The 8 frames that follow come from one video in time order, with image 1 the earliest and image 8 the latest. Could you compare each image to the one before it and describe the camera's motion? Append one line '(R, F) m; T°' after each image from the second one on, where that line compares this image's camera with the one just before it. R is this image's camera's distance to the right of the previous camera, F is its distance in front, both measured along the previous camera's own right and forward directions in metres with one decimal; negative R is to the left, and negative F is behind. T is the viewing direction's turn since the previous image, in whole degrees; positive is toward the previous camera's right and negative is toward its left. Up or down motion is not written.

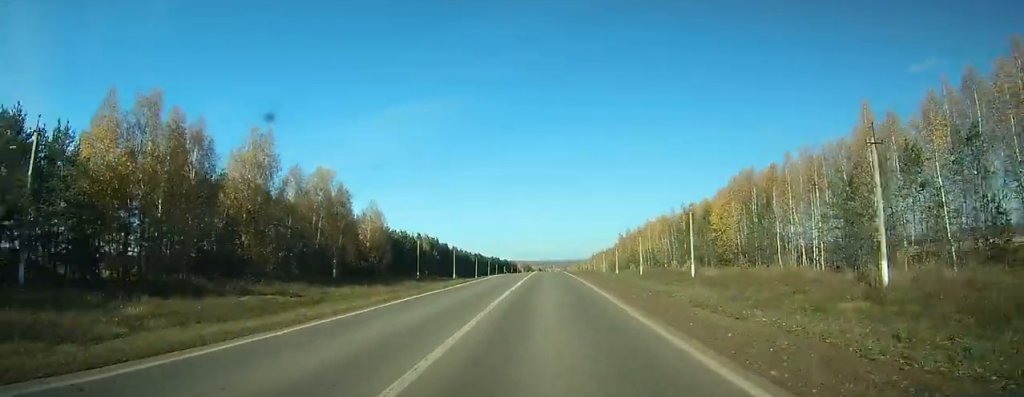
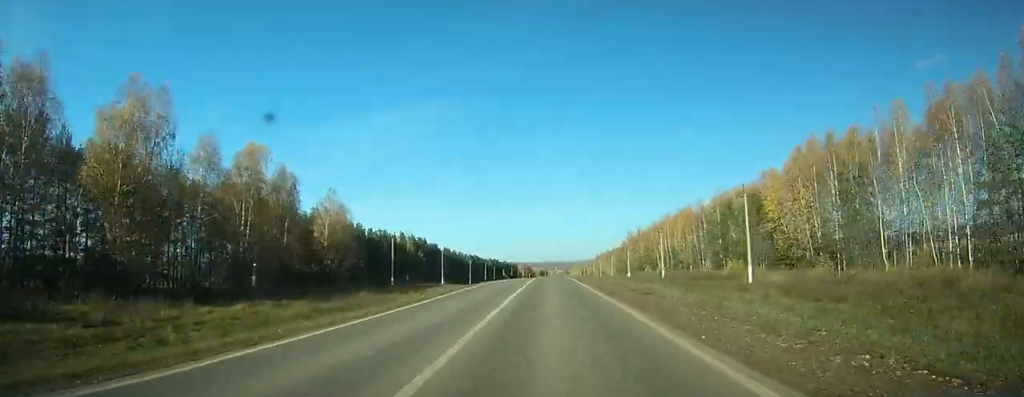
(0.0, +21.6) m; 0°
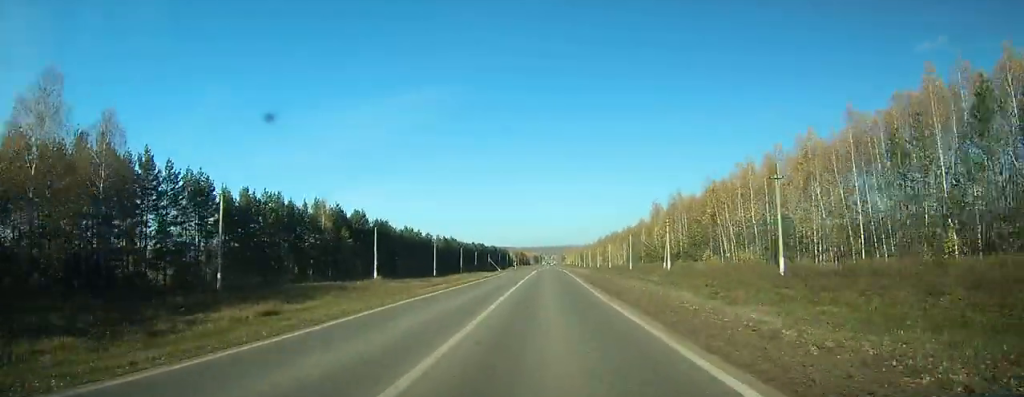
(+0.1, +52.2) m; 0°
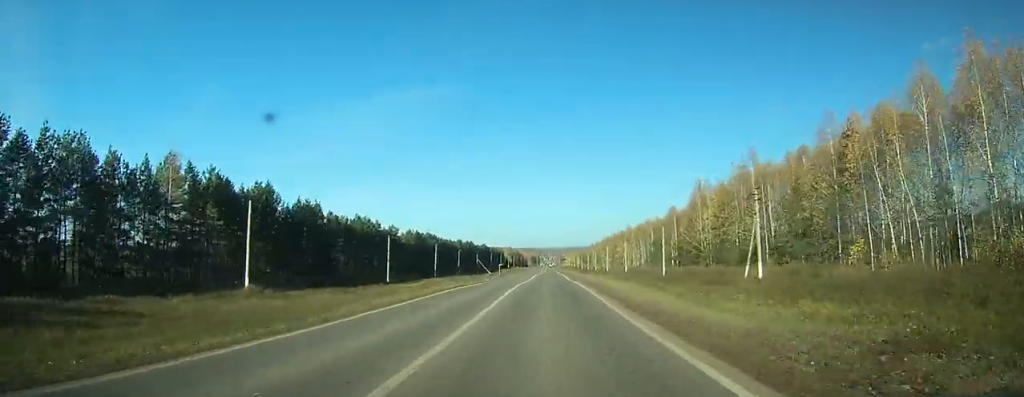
(+0.1, +39.5) m; 0°
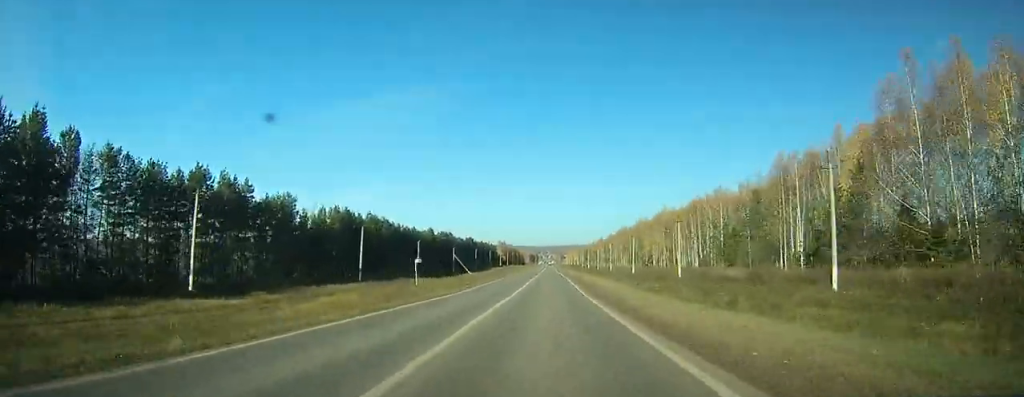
(+0.1, +59.6) m; 0°
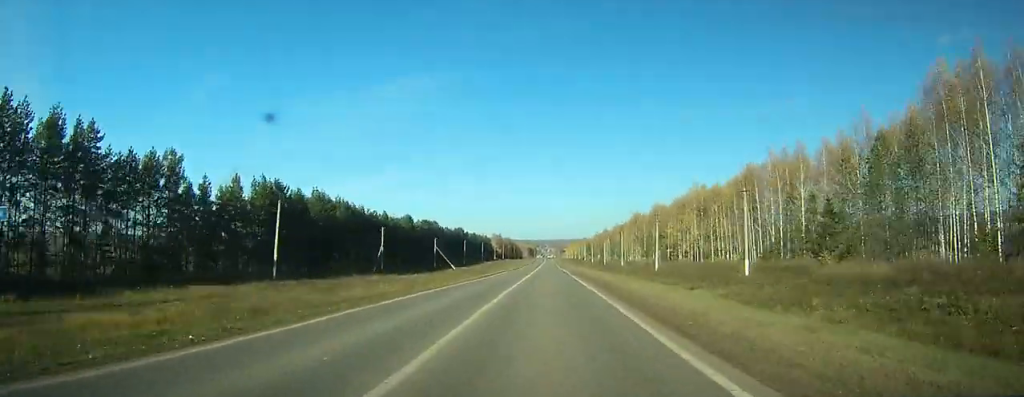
(0.0, +29.8) m; 0°
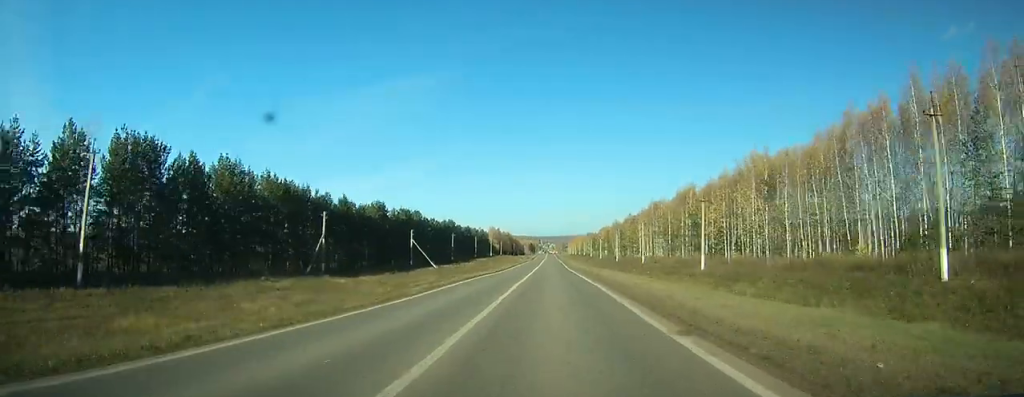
(-0.2, +29.8) m; 0°
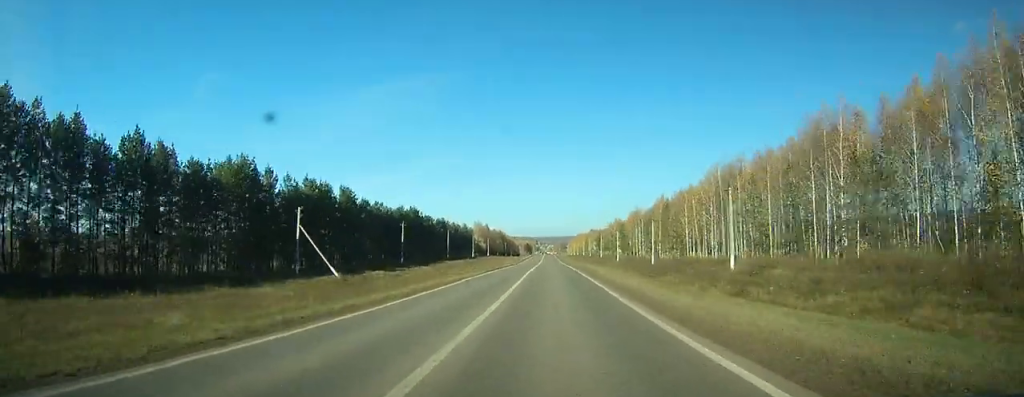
(+0.5, +59.2) m; +1°
